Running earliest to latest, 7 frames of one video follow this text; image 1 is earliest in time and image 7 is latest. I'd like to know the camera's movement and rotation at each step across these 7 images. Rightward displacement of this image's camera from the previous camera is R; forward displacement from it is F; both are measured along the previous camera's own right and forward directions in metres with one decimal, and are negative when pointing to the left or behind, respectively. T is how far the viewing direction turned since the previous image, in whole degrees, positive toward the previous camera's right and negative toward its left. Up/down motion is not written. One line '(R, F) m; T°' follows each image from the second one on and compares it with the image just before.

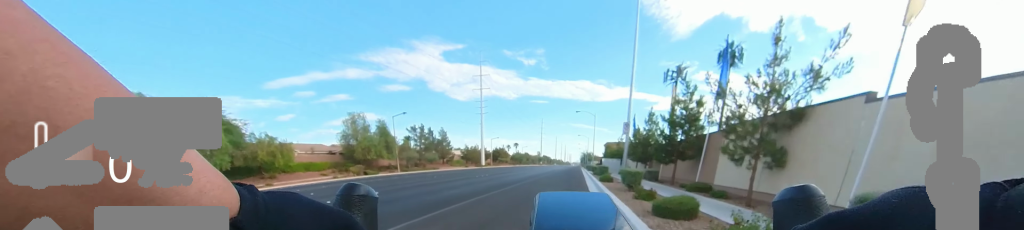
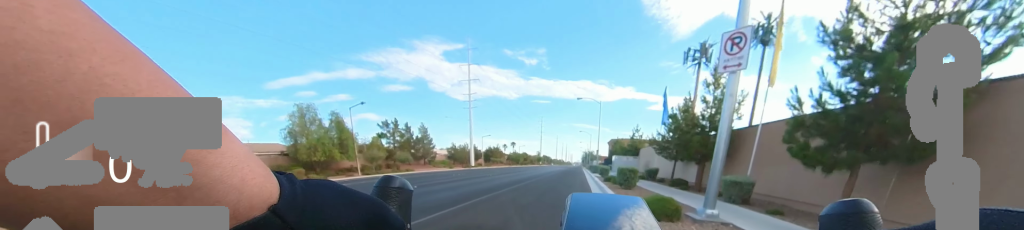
(0.0, +9.7) m; 0°
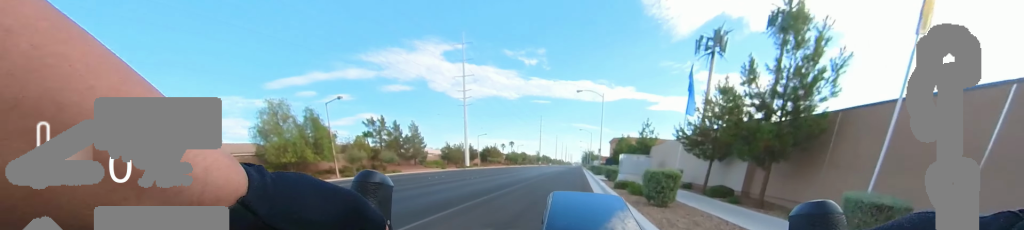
(0.0, +4.0) m; 0°
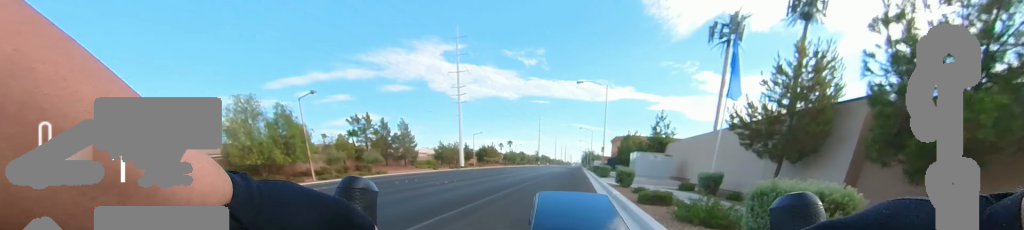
(0.0, +3.8) m; 0°
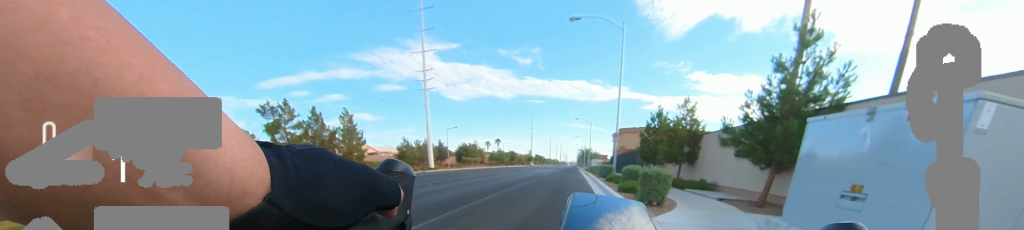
(0.0, +13.3) m; 0°
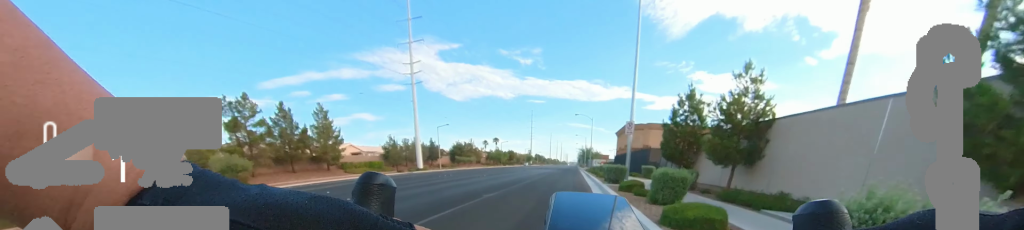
(0.0, +4.6) m; 0°
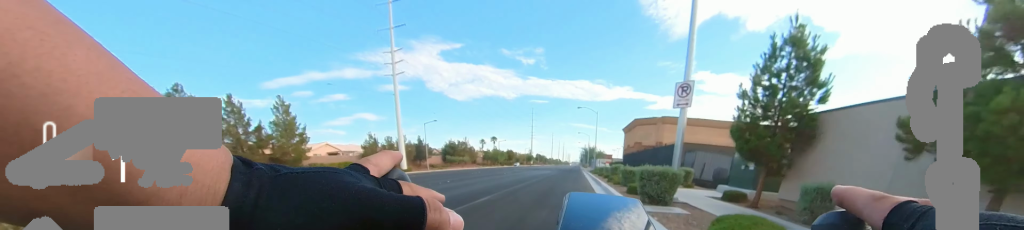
(0.0, +6.0) m; 0°
